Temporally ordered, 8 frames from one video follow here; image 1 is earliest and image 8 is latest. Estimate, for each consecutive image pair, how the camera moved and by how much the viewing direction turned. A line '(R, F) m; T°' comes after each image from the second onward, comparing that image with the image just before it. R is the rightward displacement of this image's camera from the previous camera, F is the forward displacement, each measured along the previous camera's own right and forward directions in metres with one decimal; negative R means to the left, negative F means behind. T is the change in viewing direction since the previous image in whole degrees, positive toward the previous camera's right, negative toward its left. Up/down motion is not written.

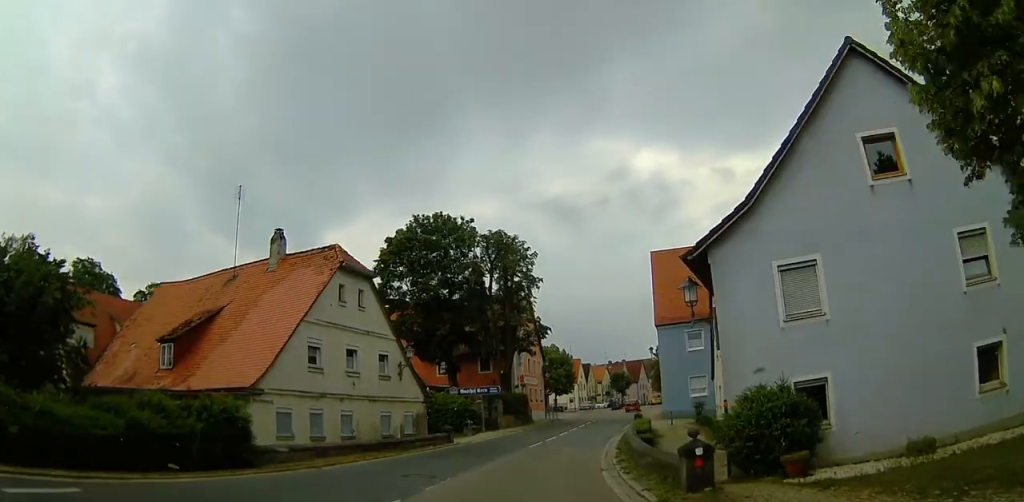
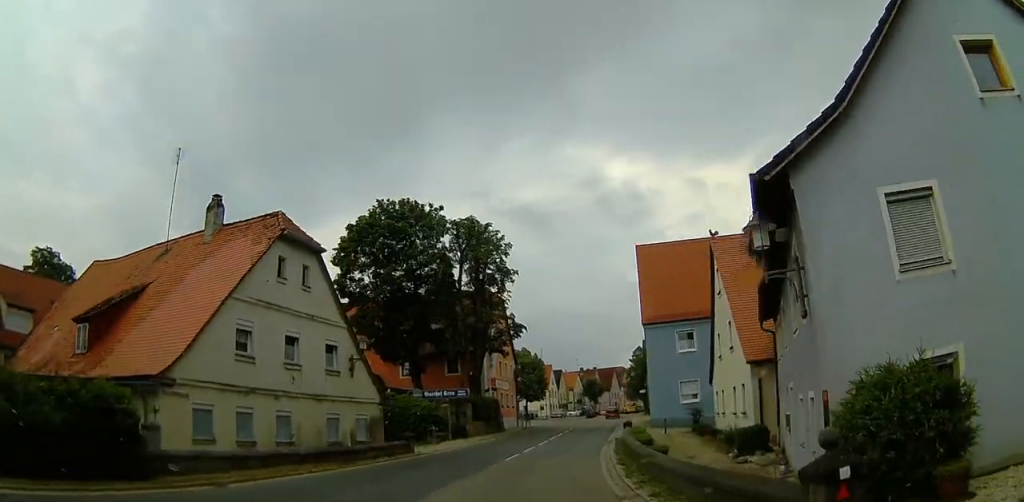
(+0.4, +5.0) m; 0°
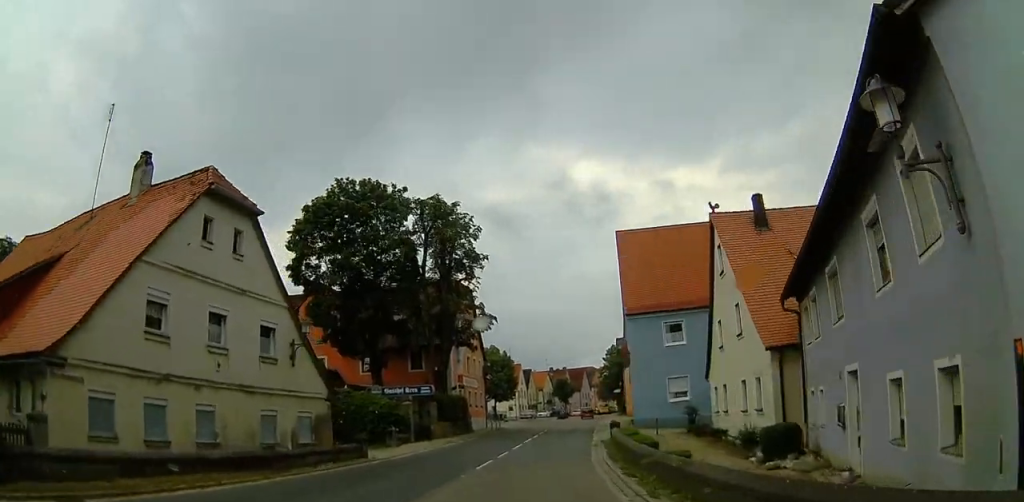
(-0.3, +4.1) m; +2°
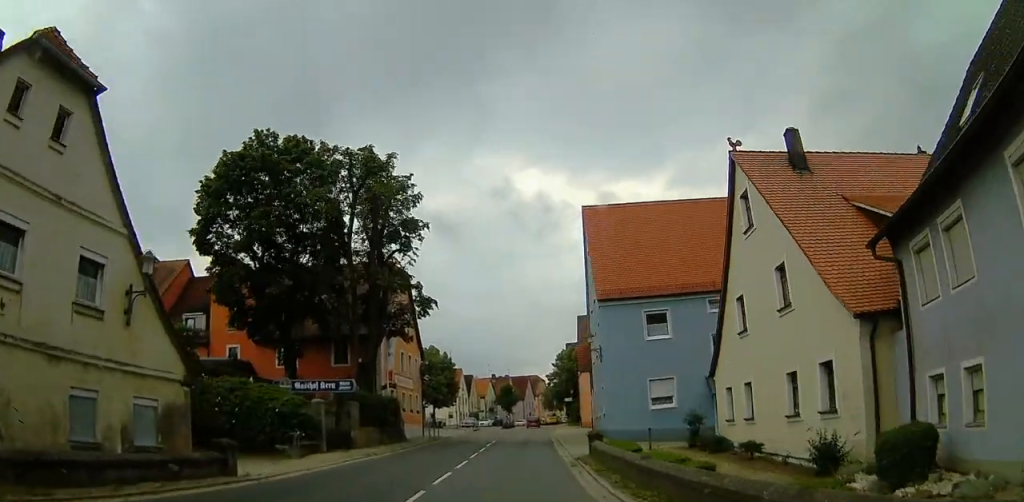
(+0.2, +7.8) m; +6°
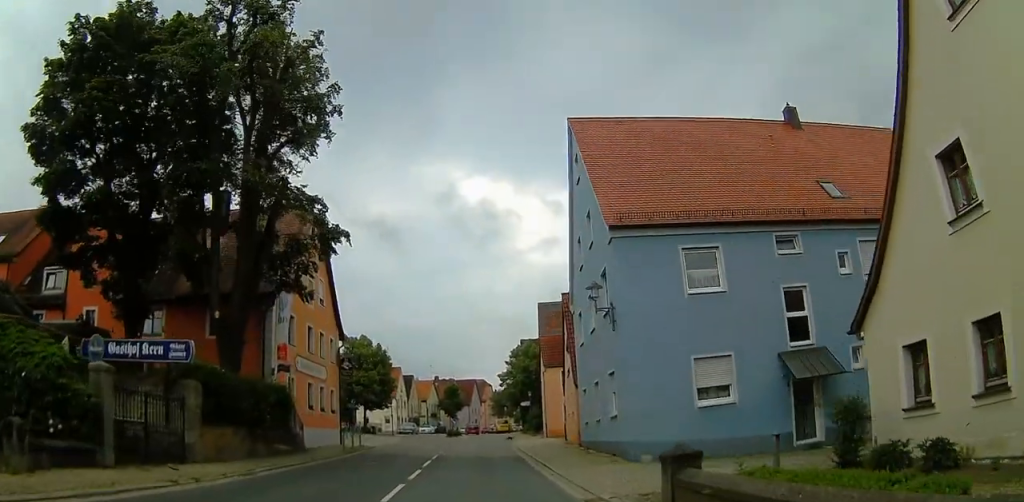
(+1.0, +12.5) m; +3°
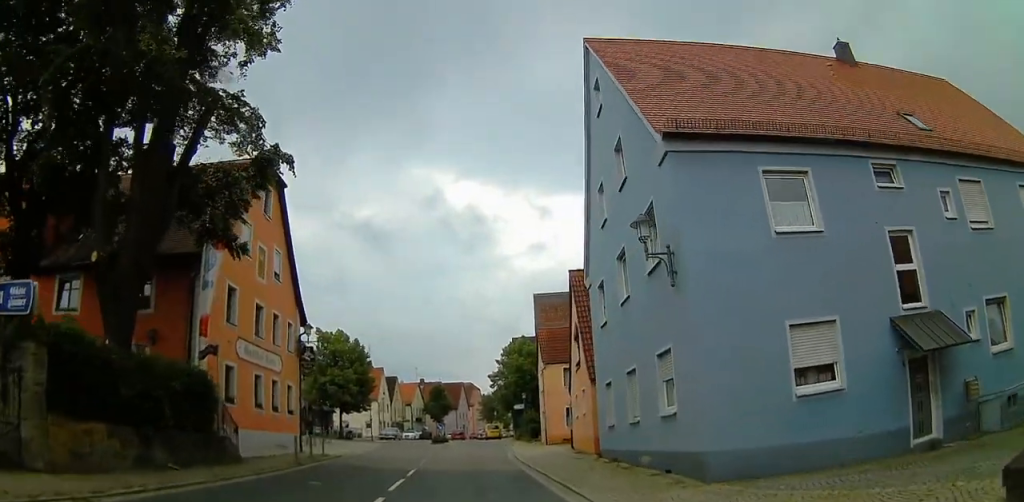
(-0.3, +6.3) m; +5°
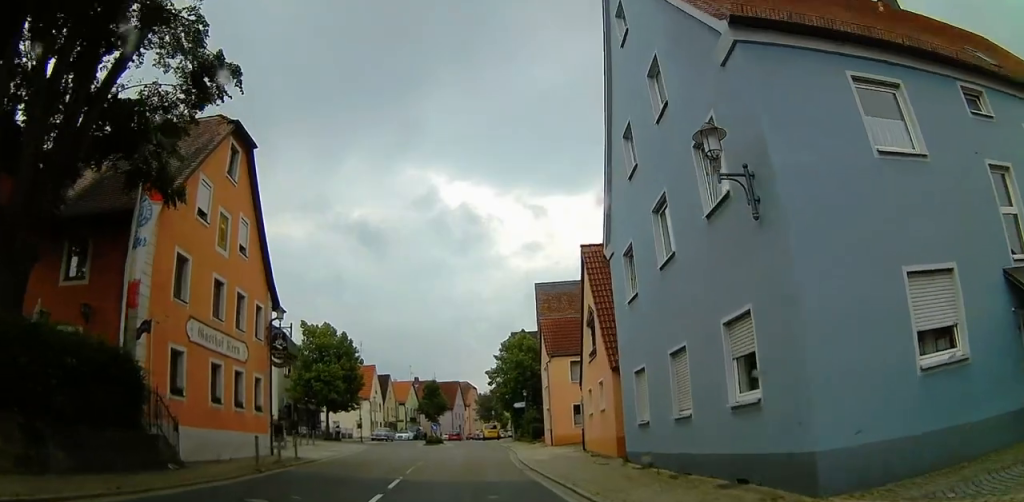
(+0.5, +3.9) m; +1°
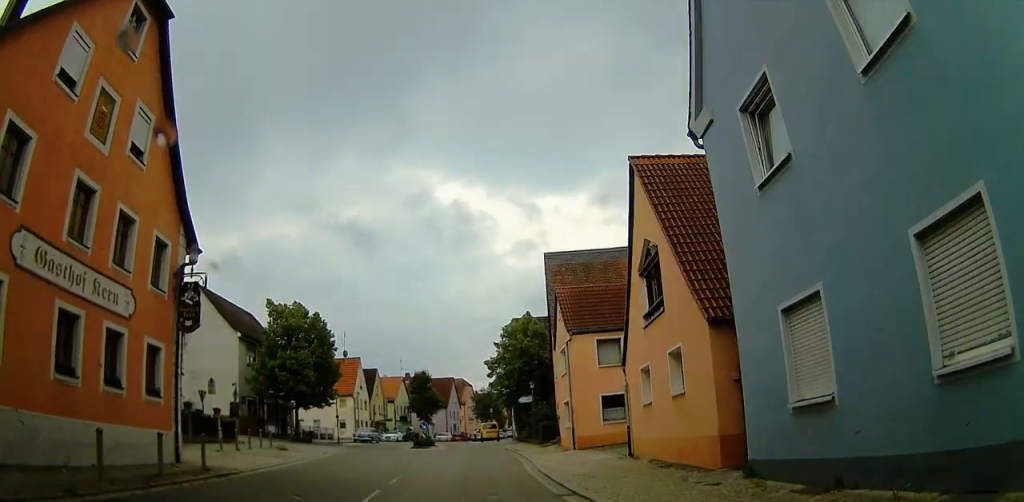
(0.0, +8.2) m; -4°
